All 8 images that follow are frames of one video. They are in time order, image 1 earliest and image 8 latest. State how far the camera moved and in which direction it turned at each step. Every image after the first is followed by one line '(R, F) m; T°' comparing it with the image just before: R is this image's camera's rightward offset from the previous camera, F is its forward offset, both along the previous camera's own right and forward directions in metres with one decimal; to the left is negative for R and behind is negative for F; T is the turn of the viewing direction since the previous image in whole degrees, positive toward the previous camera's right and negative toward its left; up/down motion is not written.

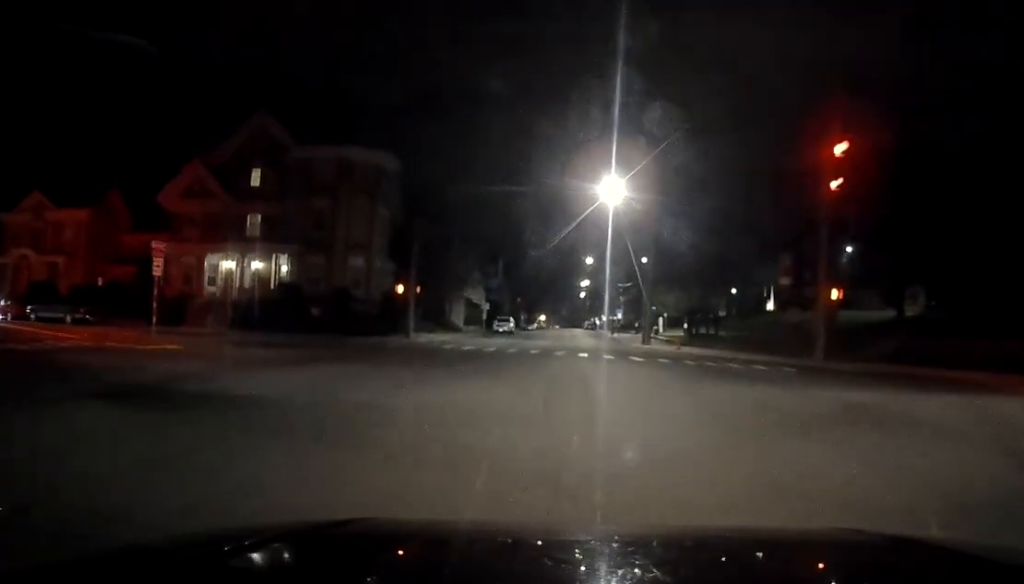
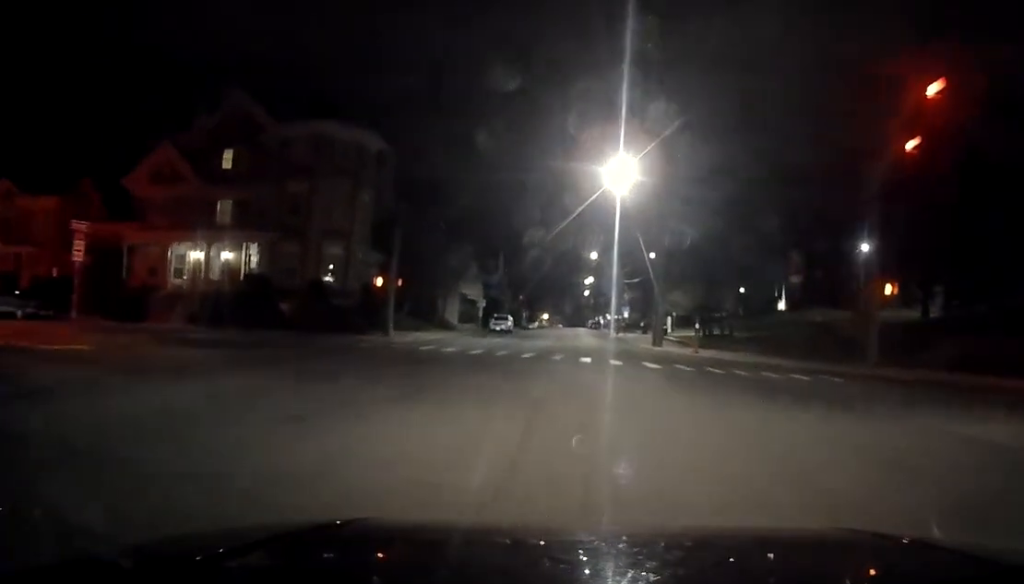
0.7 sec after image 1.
(+0.2, +4.4) m; 0°
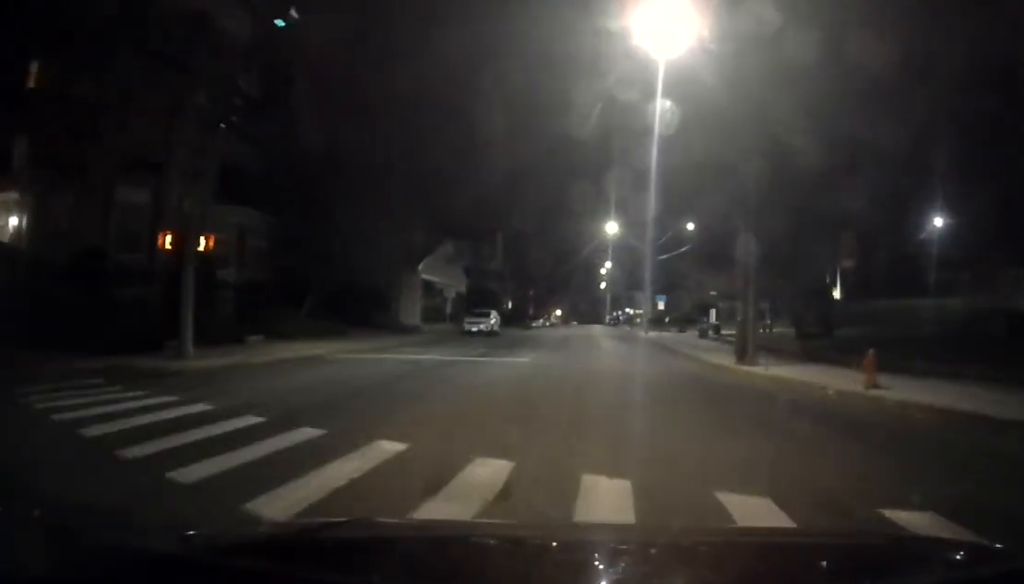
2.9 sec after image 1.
(-0.5, +18.1) m; -2°
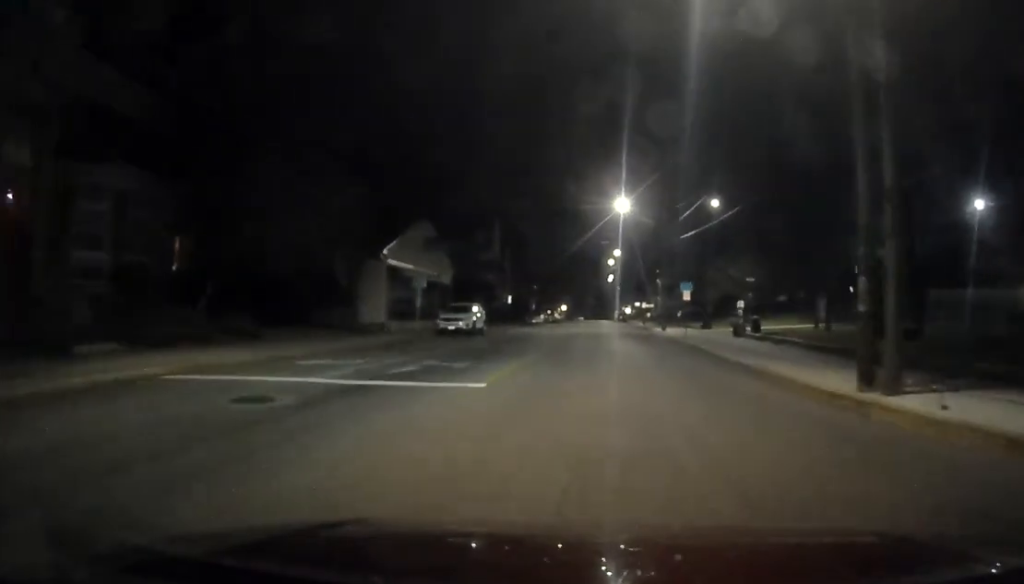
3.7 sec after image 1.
(0.0, +8.5) m; 0°
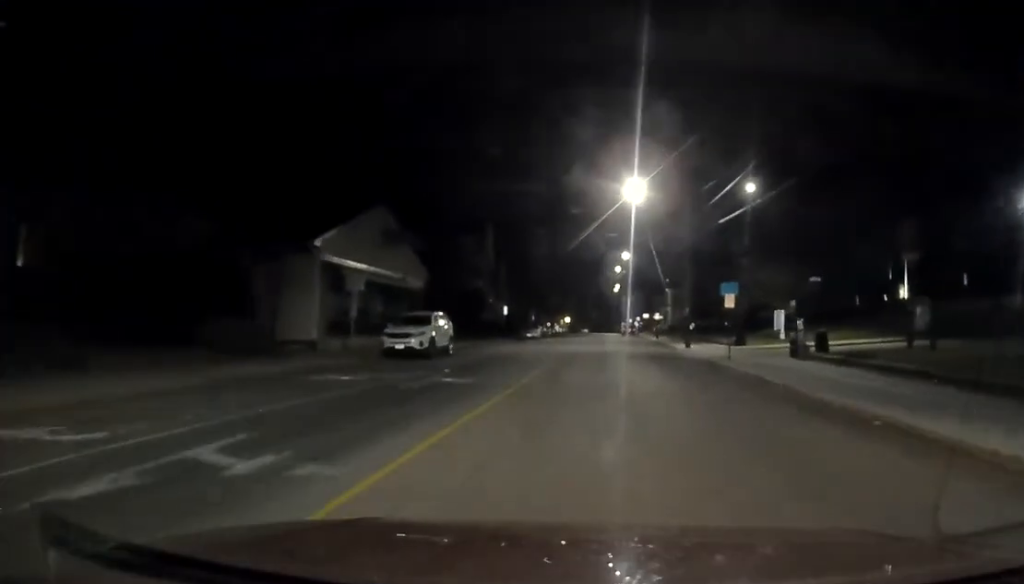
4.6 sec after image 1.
(+0.1, +9.5) m; 0°
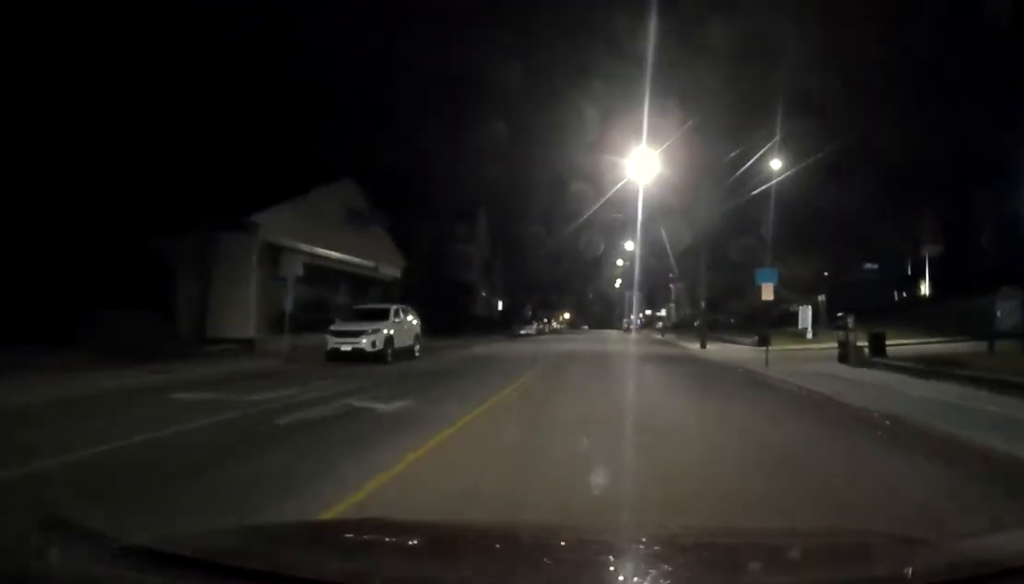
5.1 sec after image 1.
(+0.1, +5.1) m; 0°
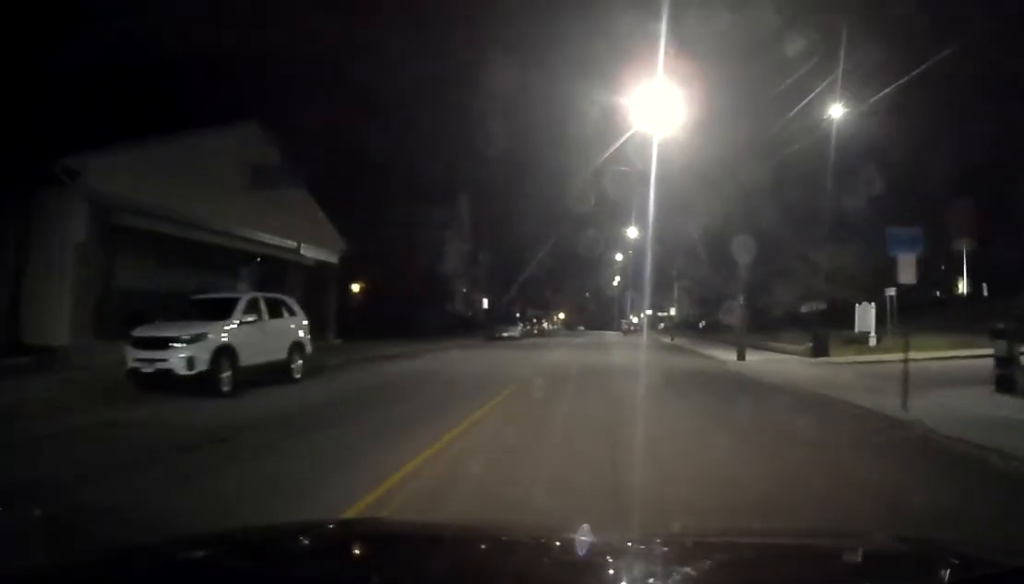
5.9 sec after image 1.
(-0.1, +8.9) m; -1°
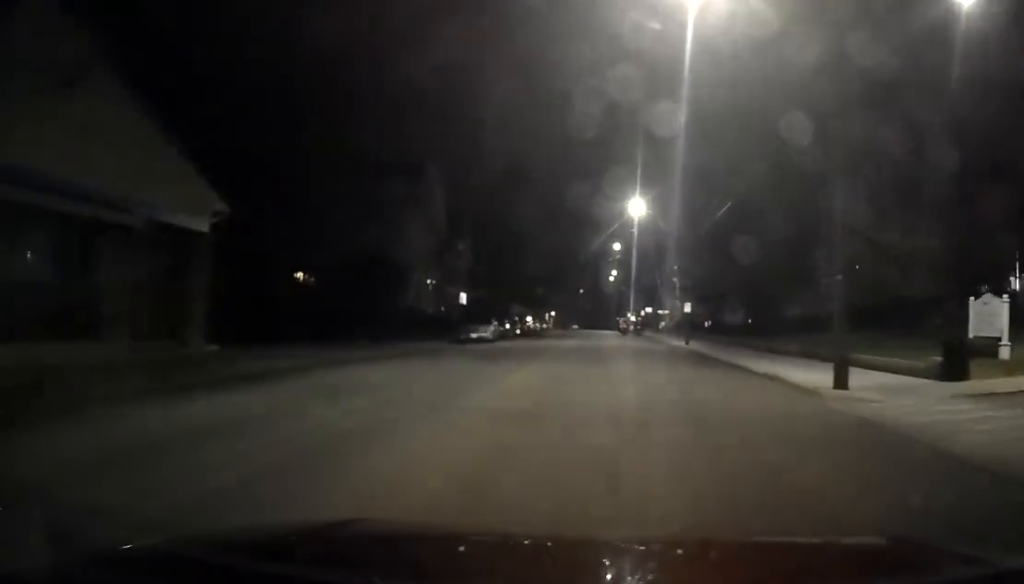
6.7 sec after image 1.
(-0.1, +10.0) m; 0°
